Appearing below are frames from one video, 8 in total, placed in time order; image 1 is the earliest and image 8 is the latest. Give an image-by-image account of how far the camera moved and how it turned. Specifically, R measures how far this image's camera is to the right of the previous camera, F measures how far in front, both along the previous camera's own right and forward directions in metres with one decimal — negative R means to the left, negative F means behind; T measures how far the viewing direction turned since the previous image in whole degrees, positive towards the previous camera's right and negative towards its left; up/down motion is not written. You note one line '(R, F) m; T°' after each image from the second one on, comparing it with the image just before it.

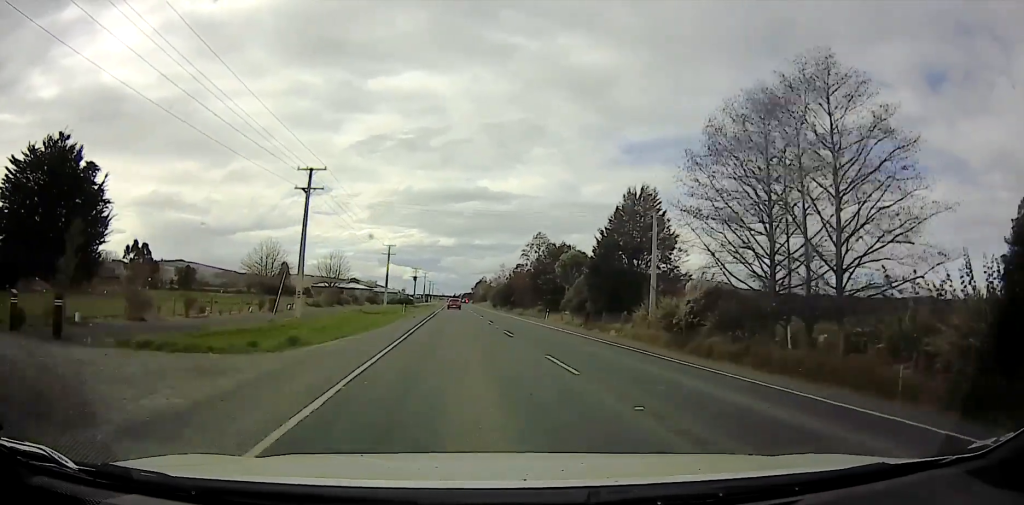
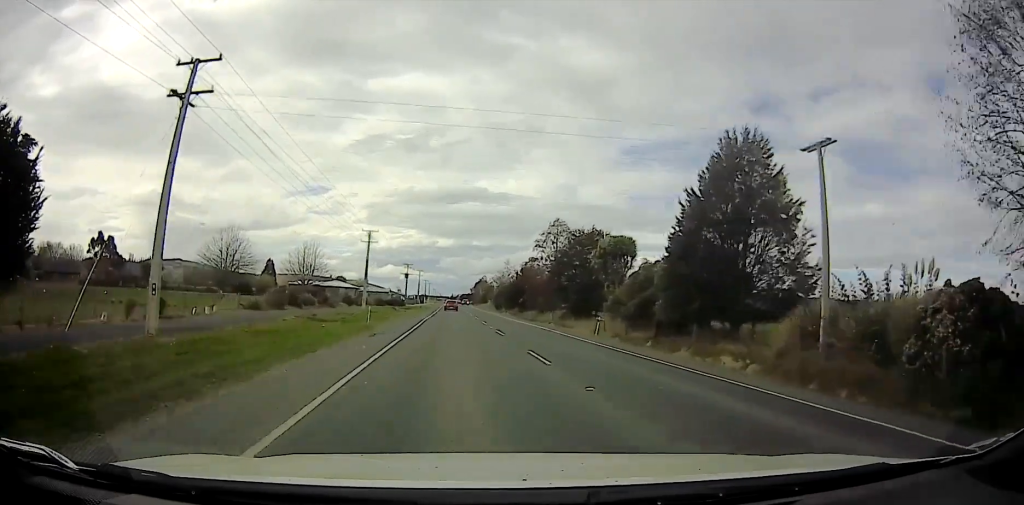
(+0.1, +20.9) m; 0°
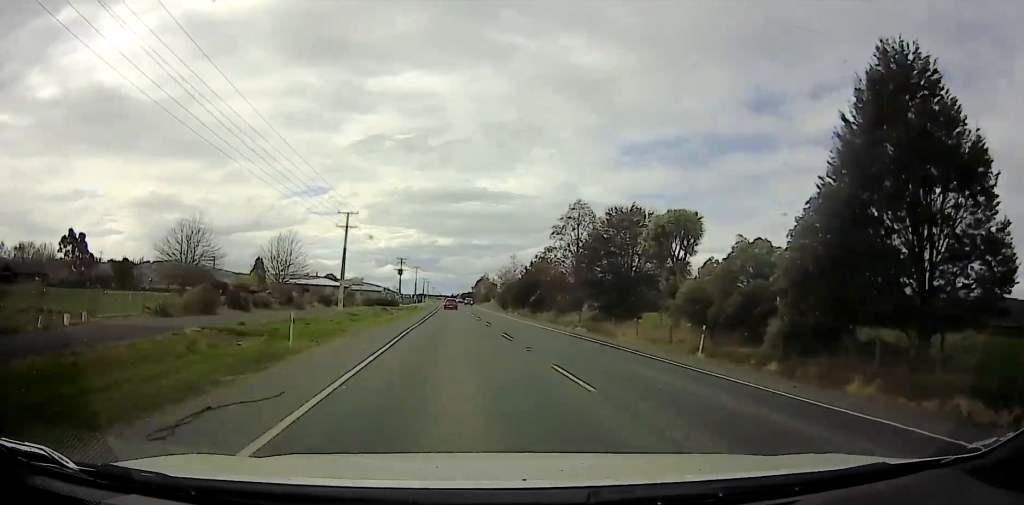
(-0.1, +16.8) m; 0°
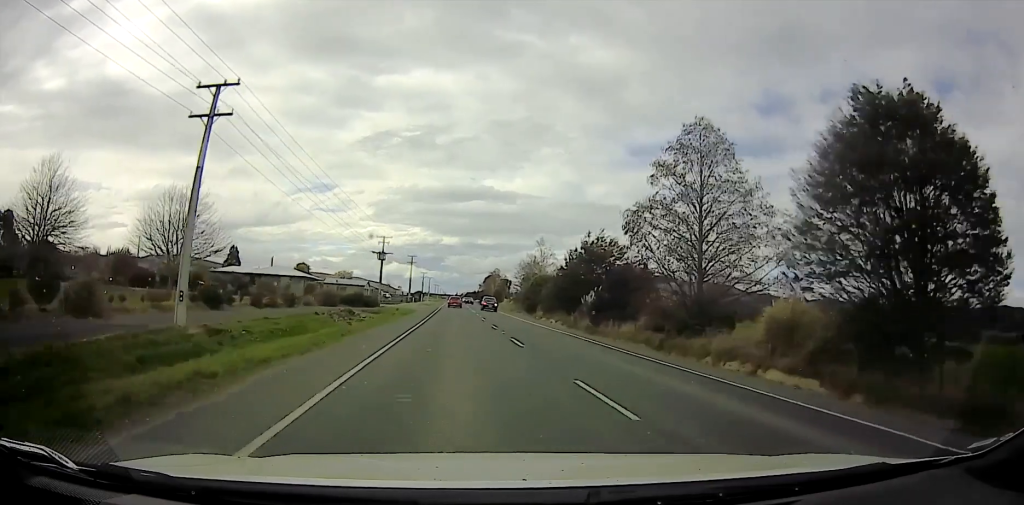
(-0.2, +39.1) m; -1°
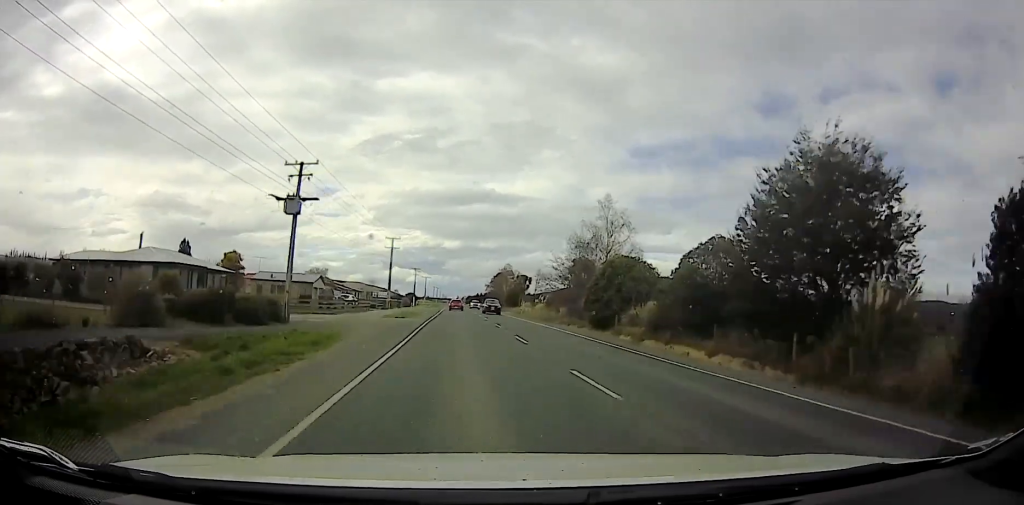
(-0.3, +42.0) m; 0°
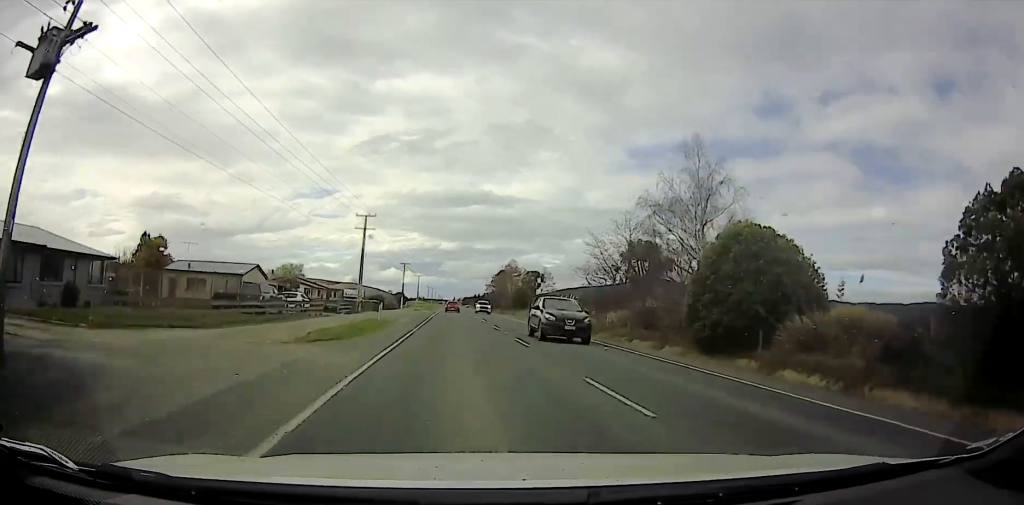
(+0.1, +22.7) m; +1°
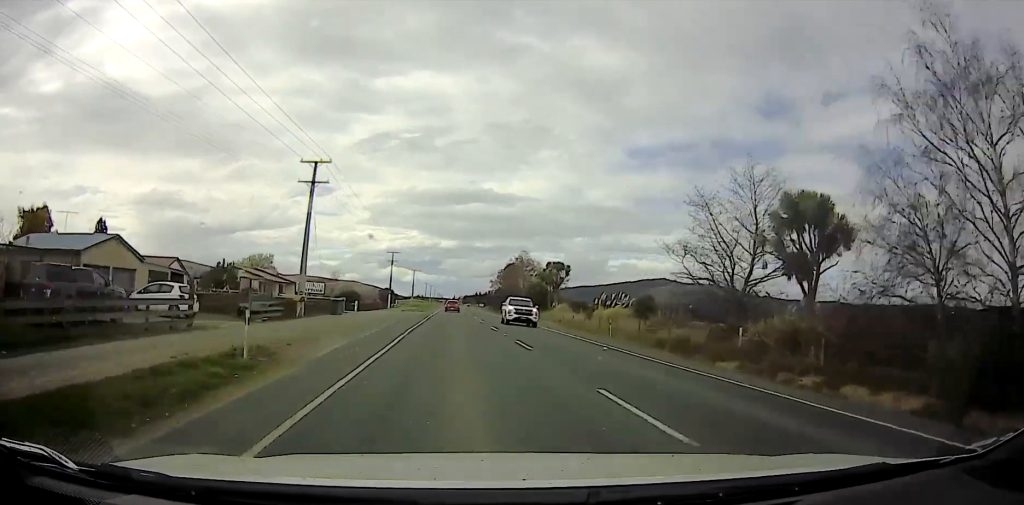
(+0.2, +23.6) m; 0°
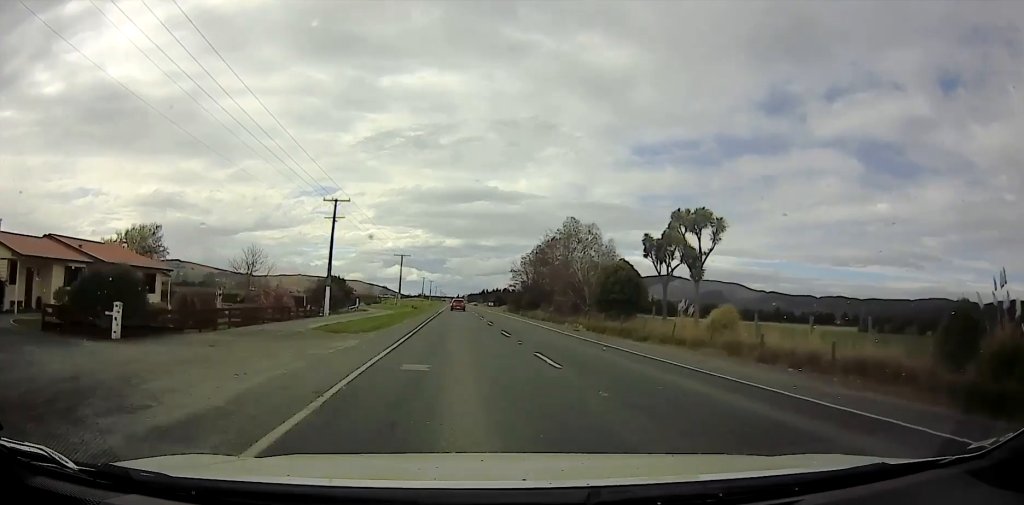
(-0.3, +47.5) m; -1°
